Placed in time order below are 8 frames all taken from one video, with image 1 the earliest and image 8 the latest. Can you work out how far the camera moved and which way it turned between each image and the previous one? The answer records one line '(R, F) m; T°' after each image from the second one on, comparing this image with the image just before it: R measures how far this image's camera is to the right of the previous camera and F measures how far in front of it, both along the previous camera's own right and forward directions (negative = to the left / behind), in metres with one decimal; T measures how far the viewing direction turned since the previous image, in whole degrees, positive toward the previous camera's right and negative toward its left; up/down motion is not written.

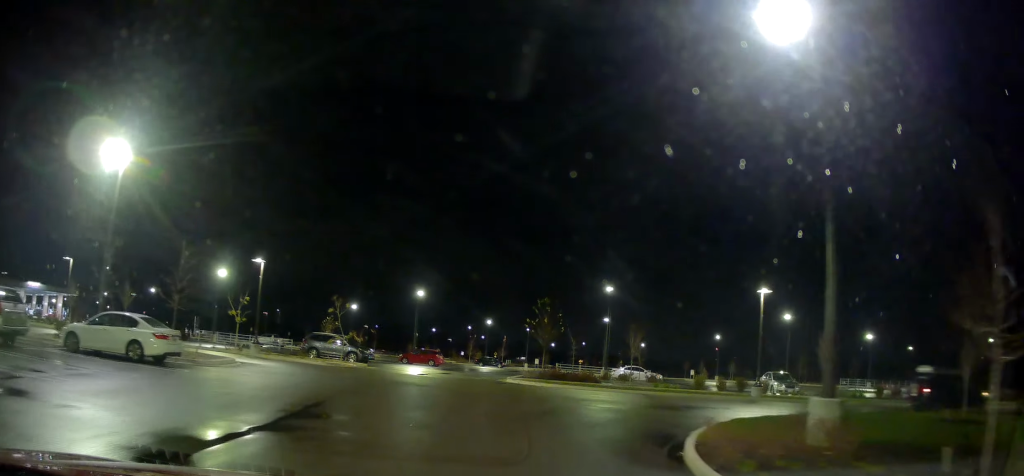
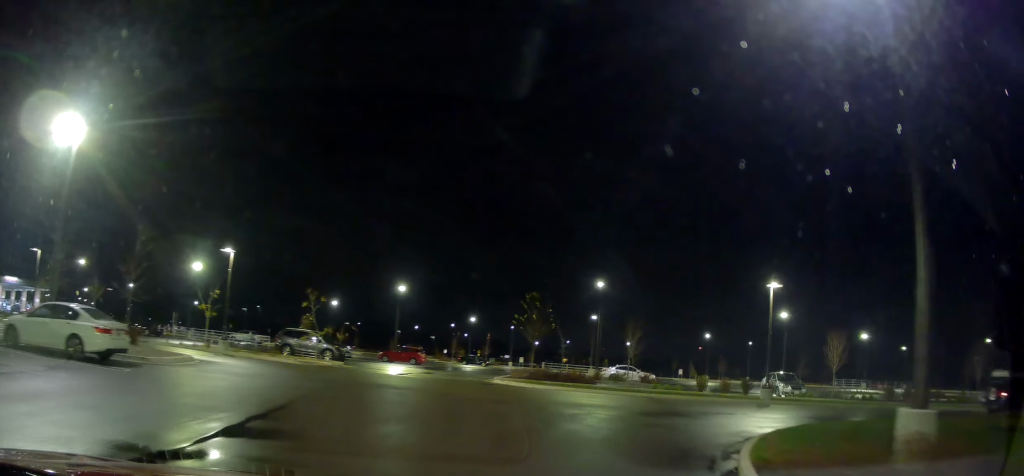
(+0.4, +3.2) m; +1°
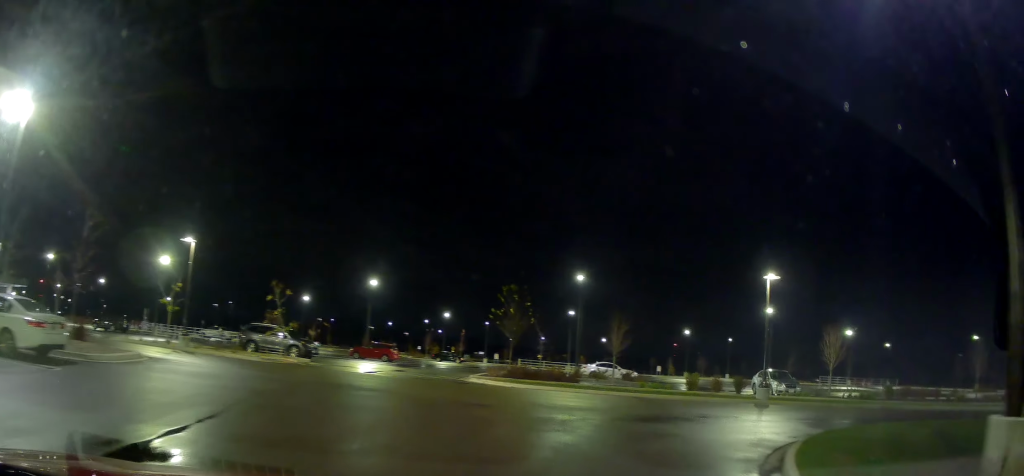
(+0.2, +2.8) m; +1°
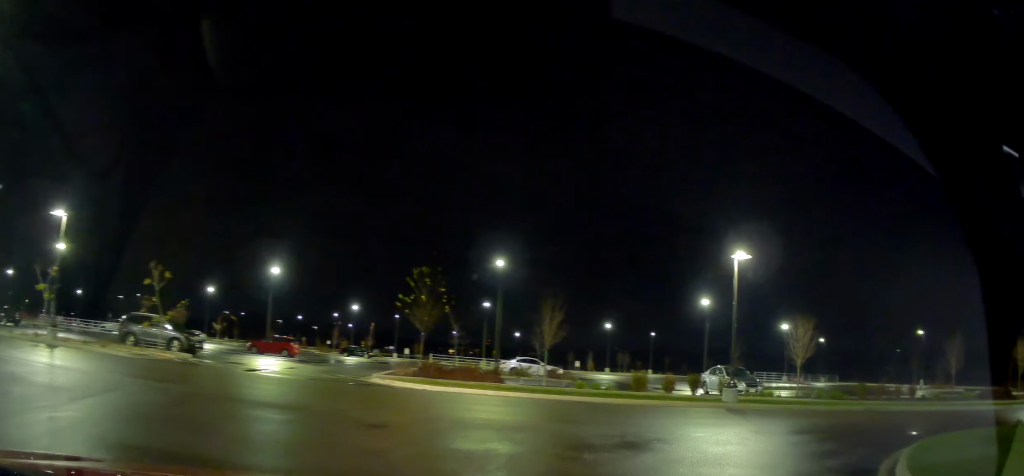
(-0.3, +6.8) m; +4°
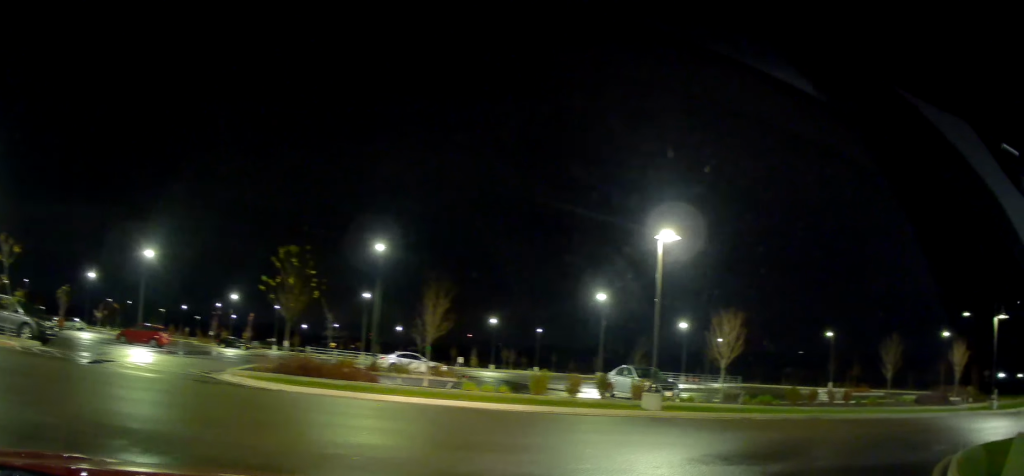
(+0.5, +6.4) m; +7°
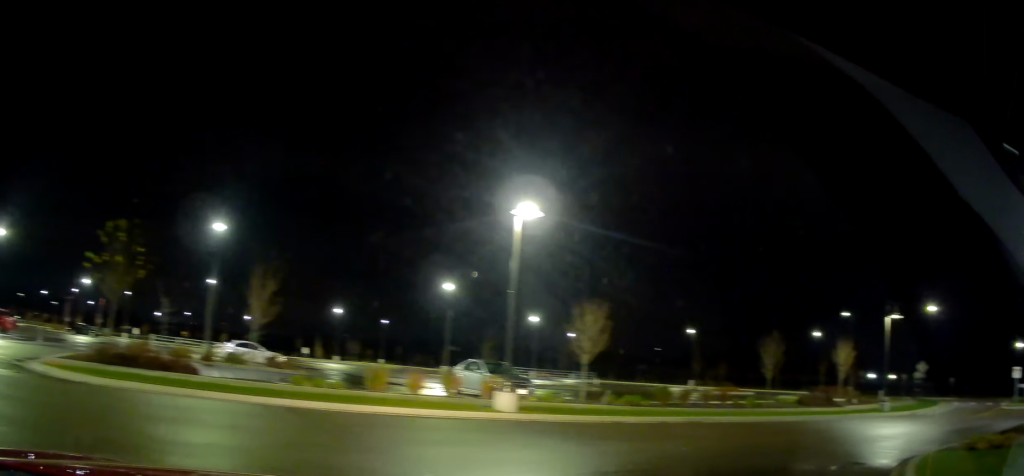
(+0.2, +3.9) m; +16°
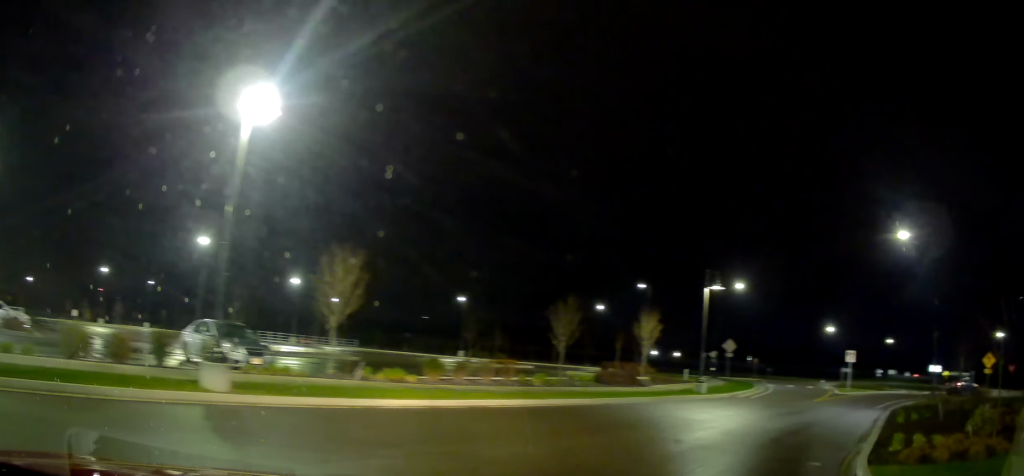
(+1.6, +5.2) m; +19°
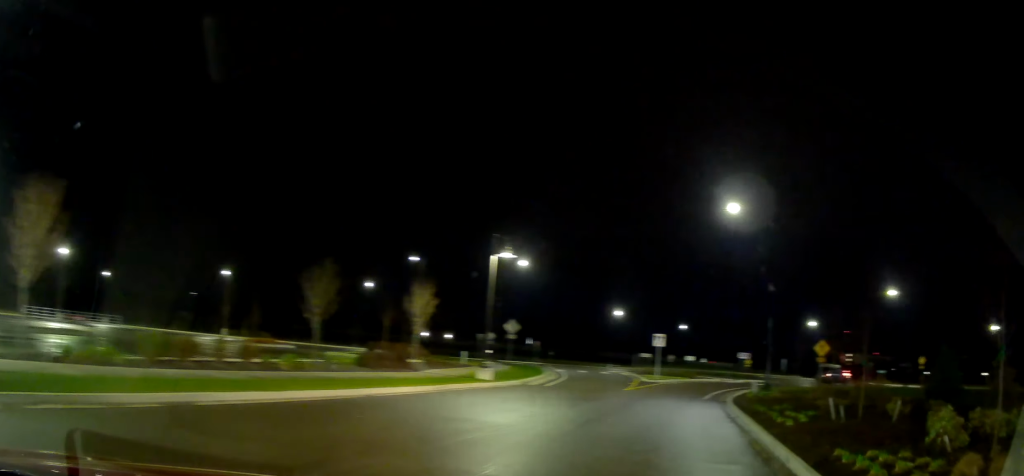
(-0.1, +3.7) m; +19°
